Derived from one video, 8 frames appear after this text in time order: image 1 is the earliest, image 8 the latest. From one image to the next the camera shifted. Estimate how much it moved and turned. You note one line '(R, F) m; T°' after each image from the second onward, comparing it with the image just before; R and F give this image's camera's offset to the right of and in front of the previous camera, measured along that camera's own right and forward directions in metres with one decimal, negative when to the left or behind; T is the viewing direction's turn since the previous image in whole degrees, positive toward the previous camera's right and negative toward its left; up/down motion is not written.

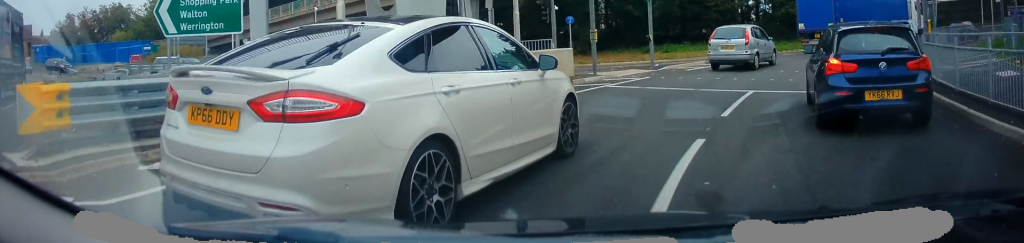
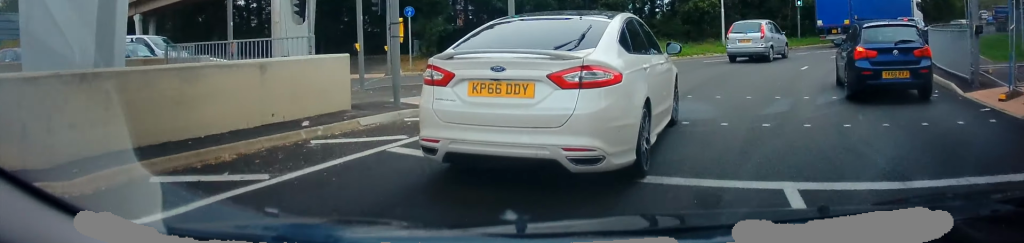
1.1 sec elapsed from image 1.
(+0.9, +7.9) m; +14°
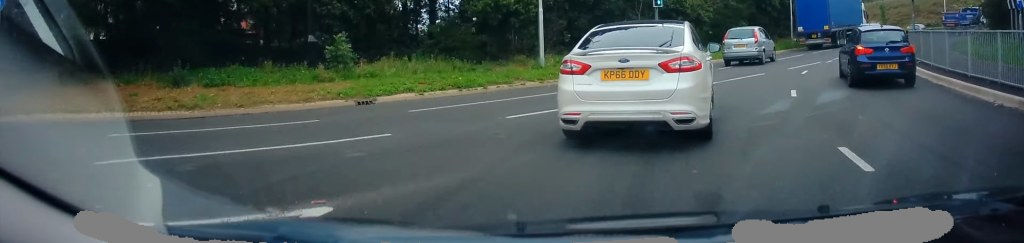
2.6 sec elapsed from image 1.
(+1.6, +12.6) m; +16°
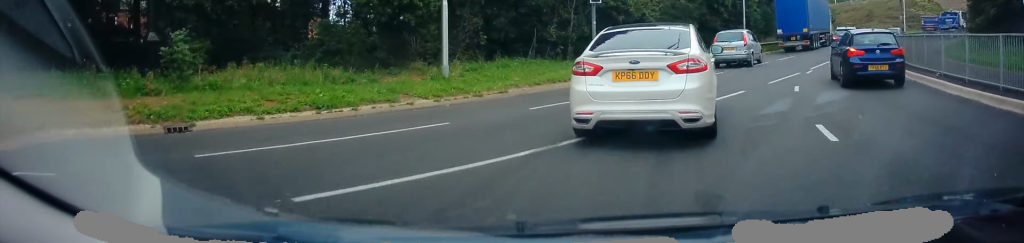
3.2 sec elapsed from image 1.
(-0.2, +4.5) m; +7°
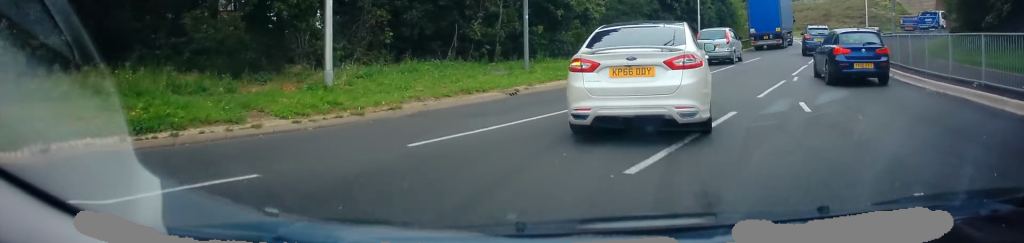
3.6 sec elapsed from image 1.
(+0.7, +3.8) m; +6°
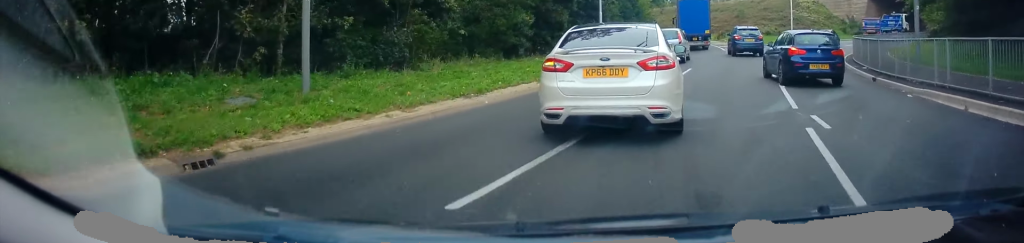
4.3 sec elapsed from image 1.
(+0.9, +7.8) m; +11°
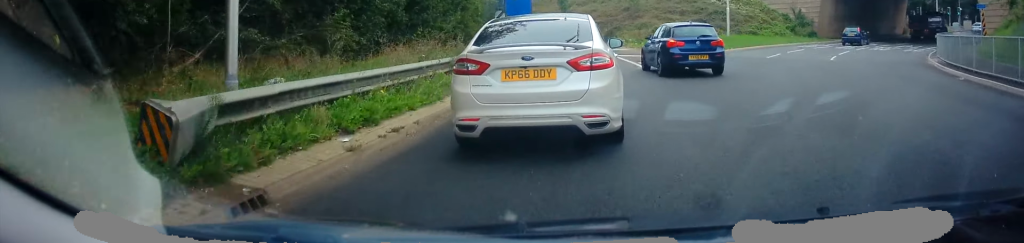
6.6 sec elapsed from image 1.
(+4.6, +23.1) m; +16°
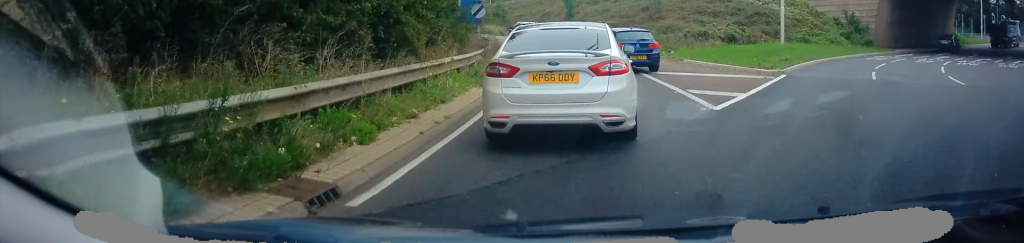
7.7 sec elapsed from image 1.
(+0.1, +10.4) m; +1°
